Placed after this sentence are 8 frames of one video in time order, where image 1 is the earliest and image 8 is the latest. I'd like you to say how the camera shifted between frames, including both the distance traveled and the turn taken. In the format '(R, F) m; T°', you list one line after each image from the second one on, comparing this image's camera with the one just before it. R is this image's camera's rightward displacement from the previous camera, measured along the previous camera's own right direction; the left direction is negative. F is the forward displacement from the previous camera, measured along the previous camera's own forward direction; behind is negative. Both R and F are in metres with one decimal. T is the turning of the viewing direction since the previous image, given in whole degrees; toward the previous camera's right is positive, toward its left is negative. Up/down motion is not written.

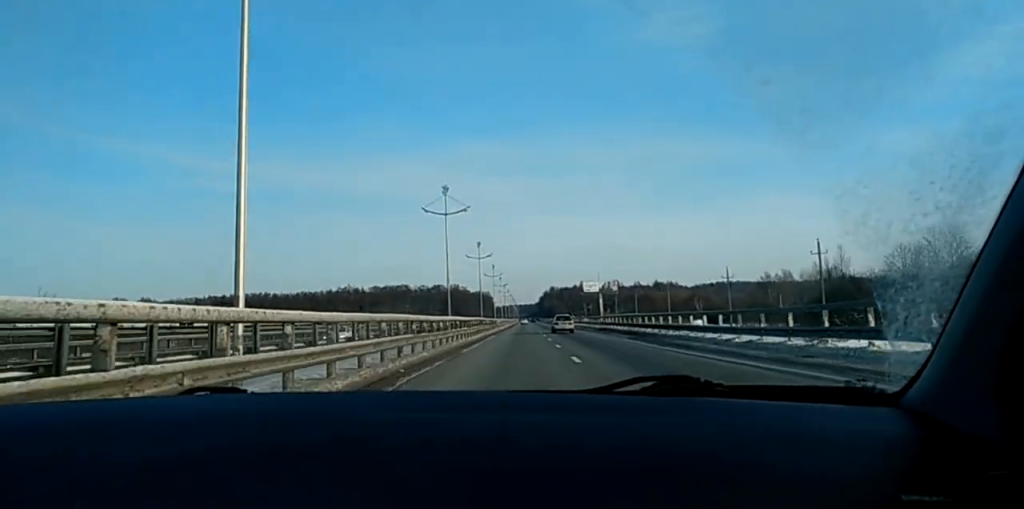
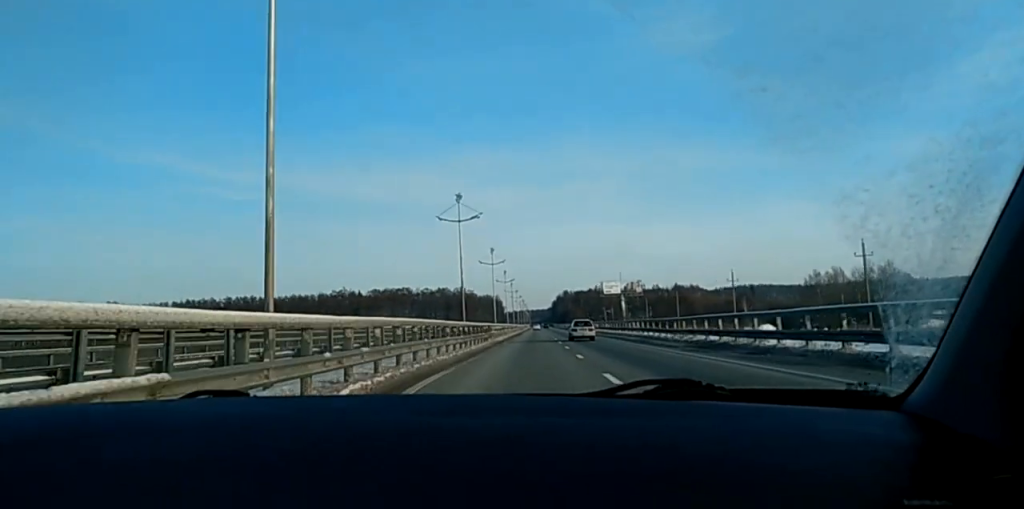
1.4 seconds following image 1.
(+0.9, +41.3) m; +1°
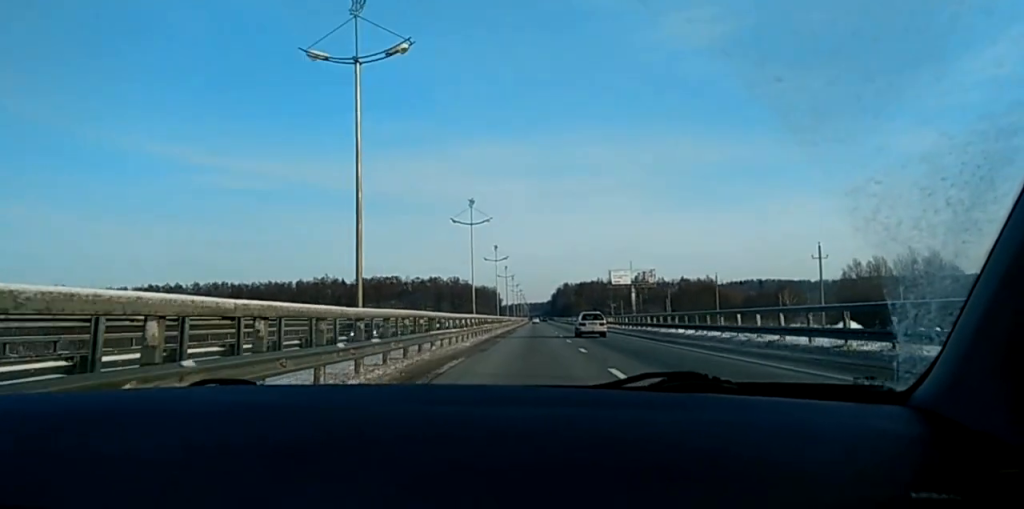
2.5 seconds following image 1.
(-0.3, +35.8) m; -1°
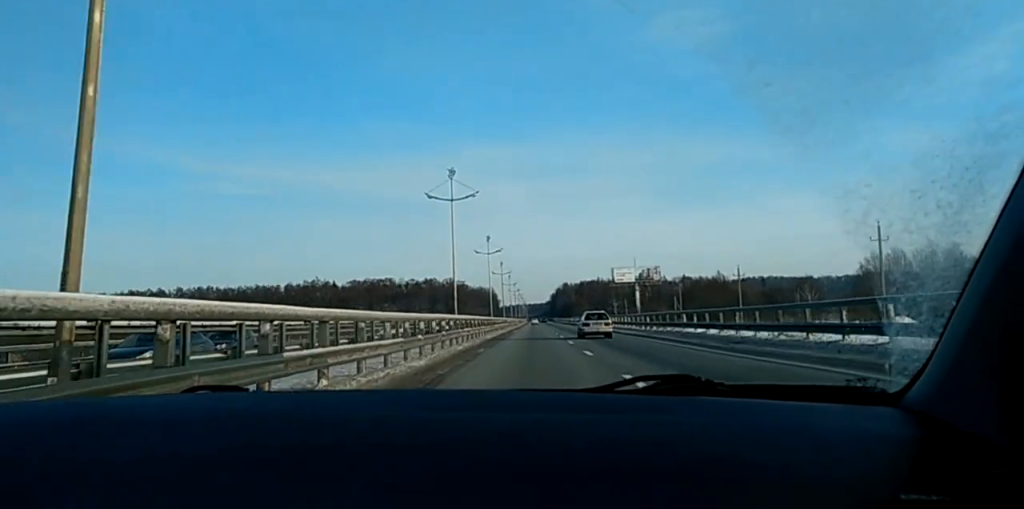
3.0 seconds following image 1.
(0.0, +14.9) m; 0°
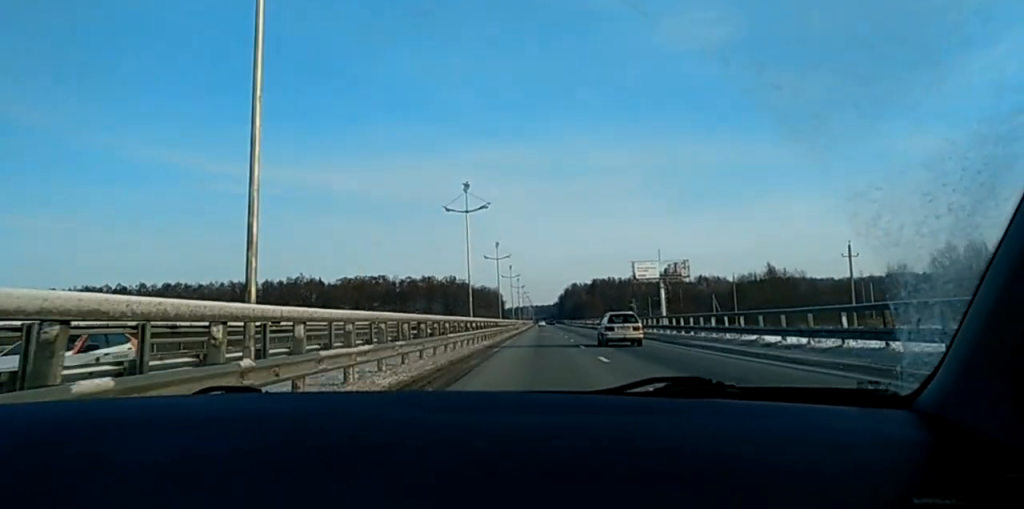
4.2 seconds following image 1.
(0.0, +38.5) m; 0°
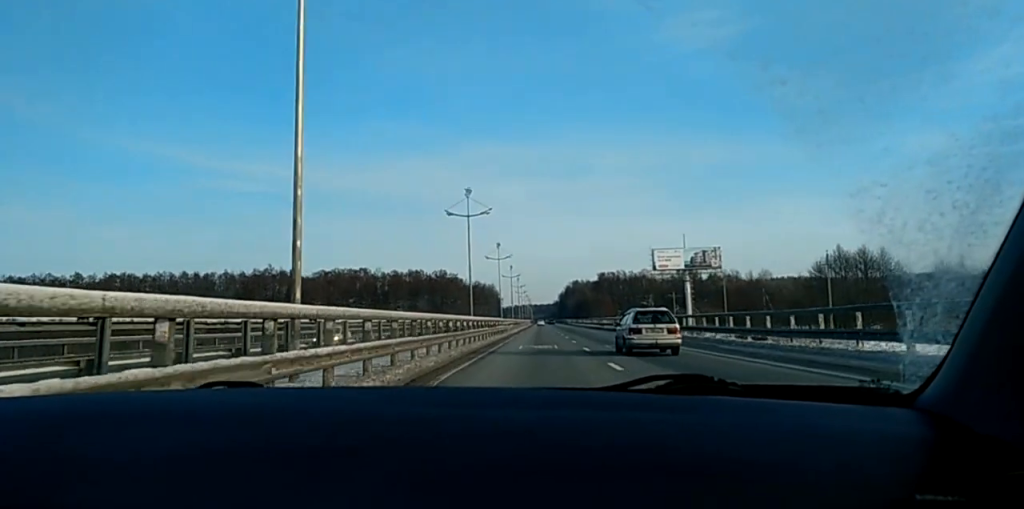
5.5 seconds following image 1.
(+0.2, +40.0) m; 0°
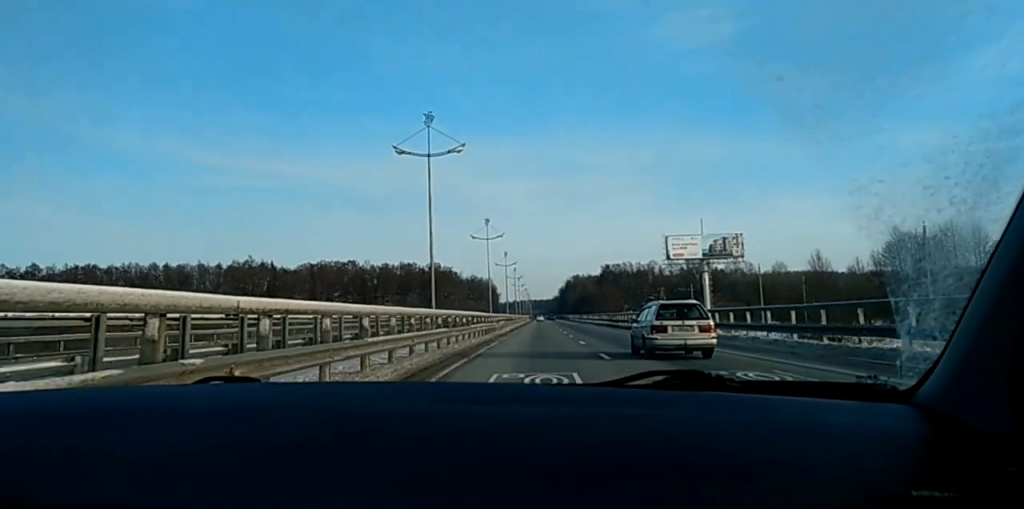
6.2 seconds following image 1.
(-0.2, +21.3) m; 0°
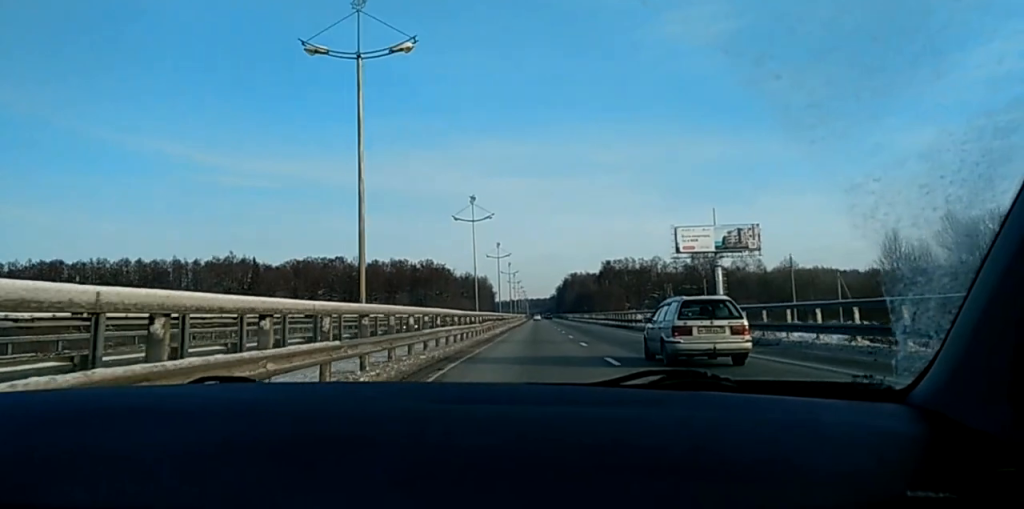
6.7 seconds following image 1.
(0.0, +15.0) m; 0°
